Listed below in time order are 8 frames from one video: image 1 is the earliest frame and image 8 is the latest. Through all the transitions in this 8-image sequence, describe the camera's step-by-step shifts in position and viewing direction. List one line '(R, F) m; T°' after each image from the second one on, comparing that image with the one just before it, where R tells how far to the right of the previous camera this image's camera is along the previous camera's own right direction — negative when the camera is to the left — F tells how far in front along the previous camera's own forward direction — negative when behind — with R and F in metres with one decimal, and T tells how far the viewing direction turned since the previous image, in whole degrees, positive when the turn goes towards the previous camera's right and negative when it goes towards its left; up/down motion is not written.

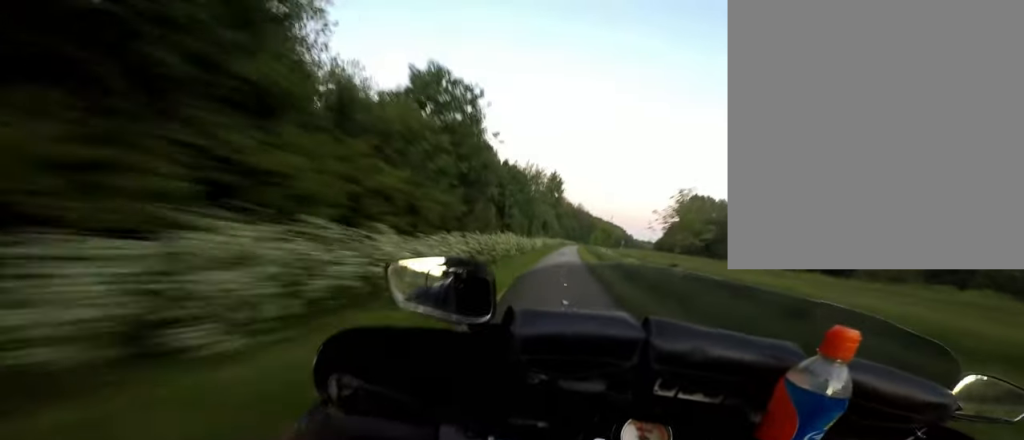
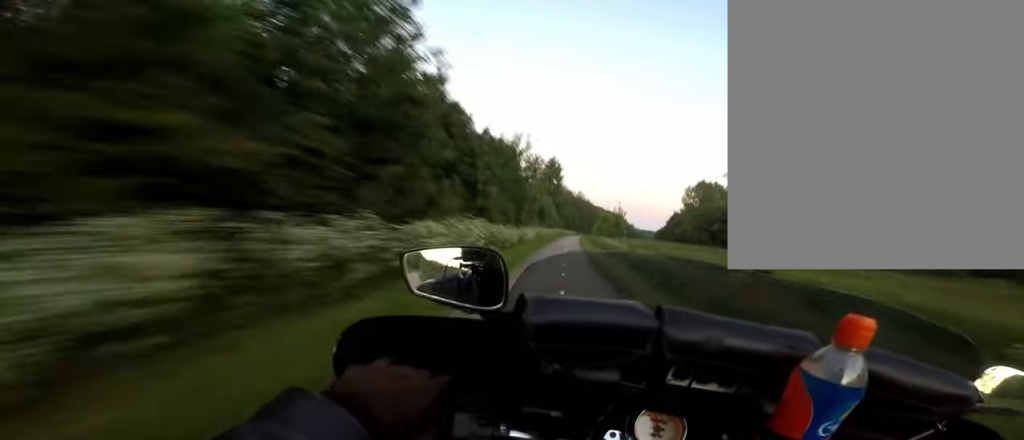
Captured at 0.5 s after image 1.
(+0.3, +6.3) m; +2°
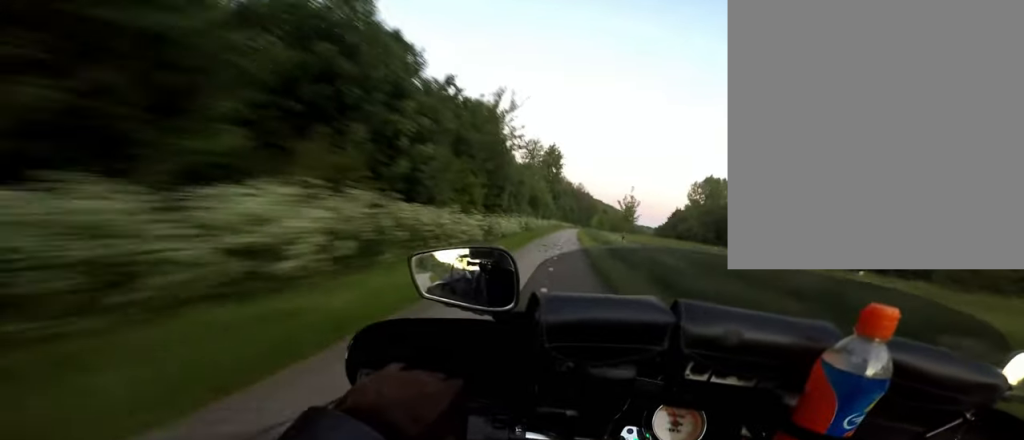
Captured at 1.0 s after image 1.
(-0.4, +6.7) m; +2°
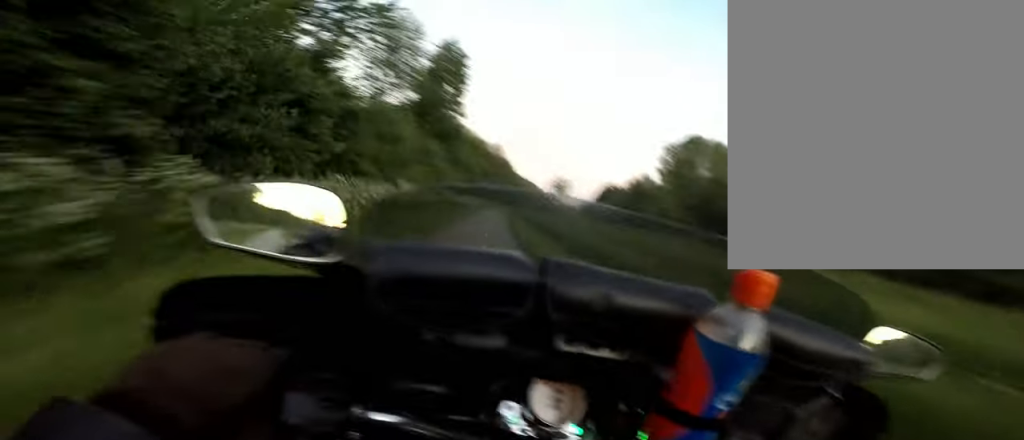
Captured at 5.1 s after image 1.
(-1.9, +50.0) m; -2°
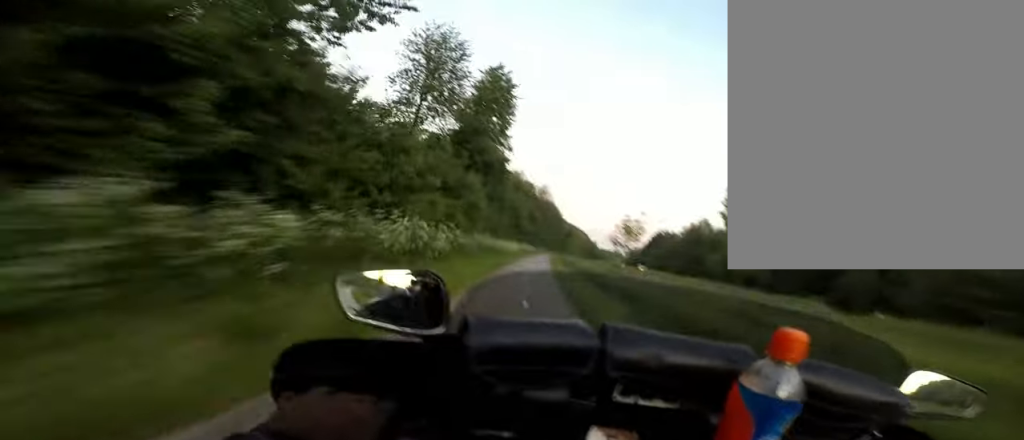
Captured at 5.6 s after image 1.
(-0.1, +5.7) m; 0°
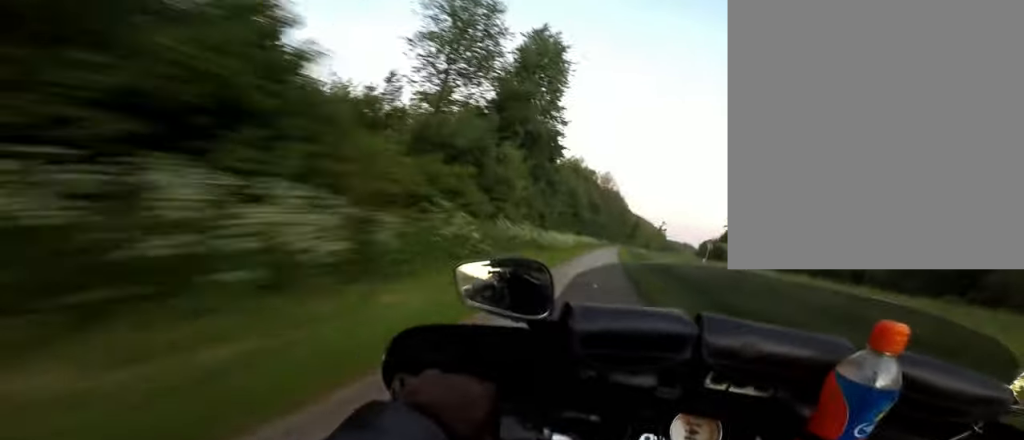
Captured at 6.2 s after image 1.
(+0.5, +7.2) m; 0°
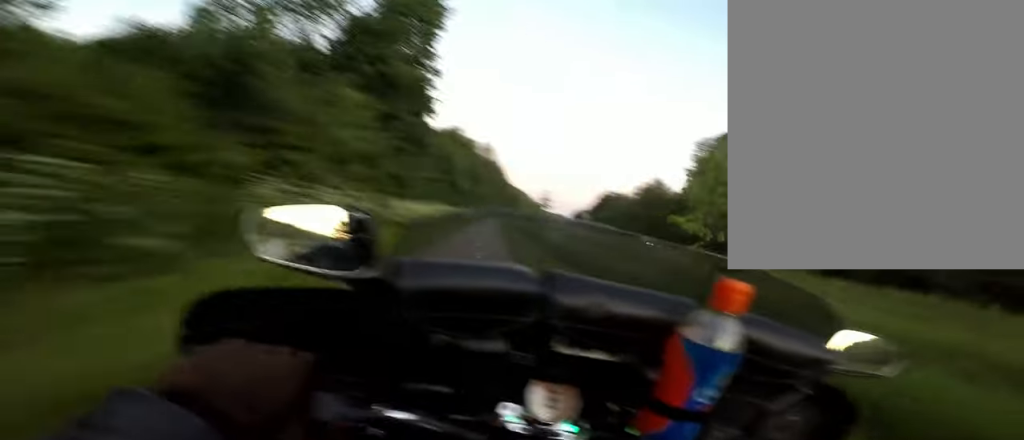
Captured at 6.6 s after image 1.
(0.0, +5.5) m; 0°
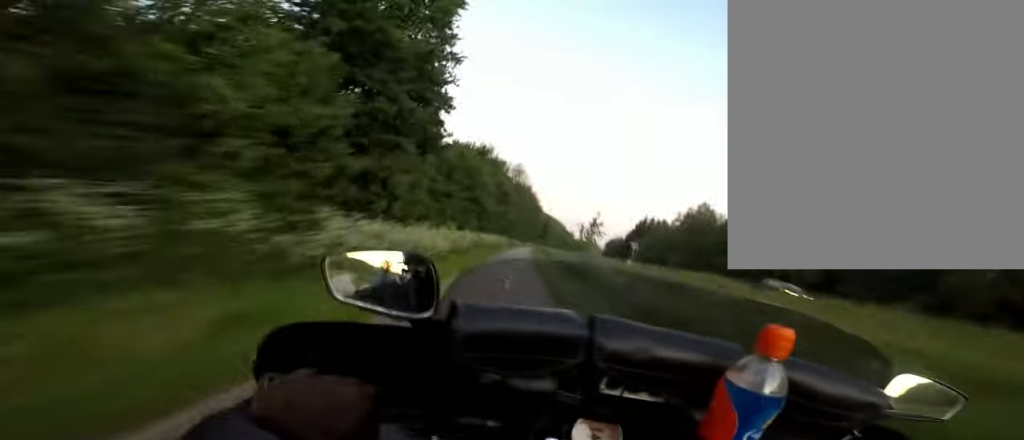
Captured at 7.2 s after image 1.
(-0.4, +6.3) m; 0°
